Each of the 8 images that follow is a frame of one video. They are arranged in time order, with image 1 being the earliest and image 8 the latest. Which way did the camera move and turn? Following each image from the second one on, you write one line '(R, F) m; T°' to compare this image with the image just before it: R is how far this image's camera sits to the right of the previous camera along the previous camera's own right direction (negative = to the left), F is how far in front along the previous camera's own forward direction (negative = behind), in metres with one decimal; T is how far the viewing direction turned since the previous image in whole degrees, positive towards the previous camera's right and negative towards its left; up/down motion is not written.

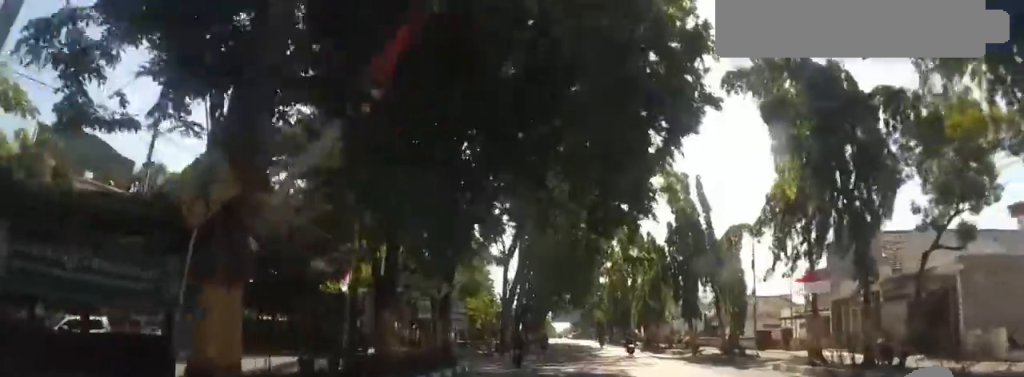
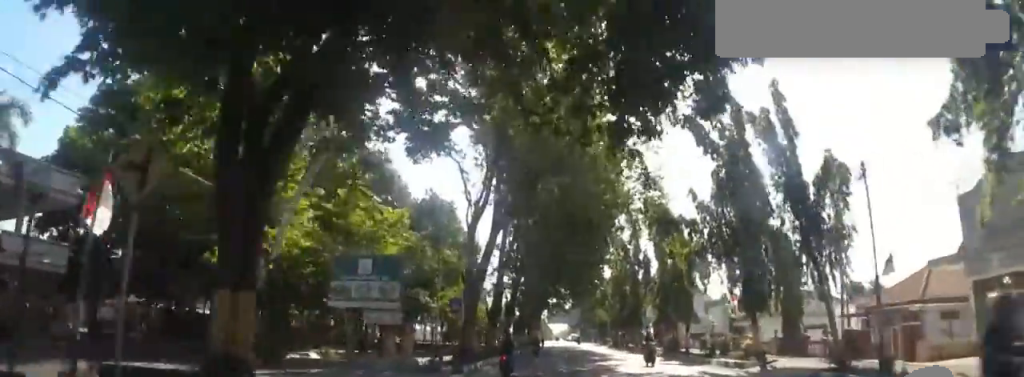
(-0.8, +10.9) m; -5°
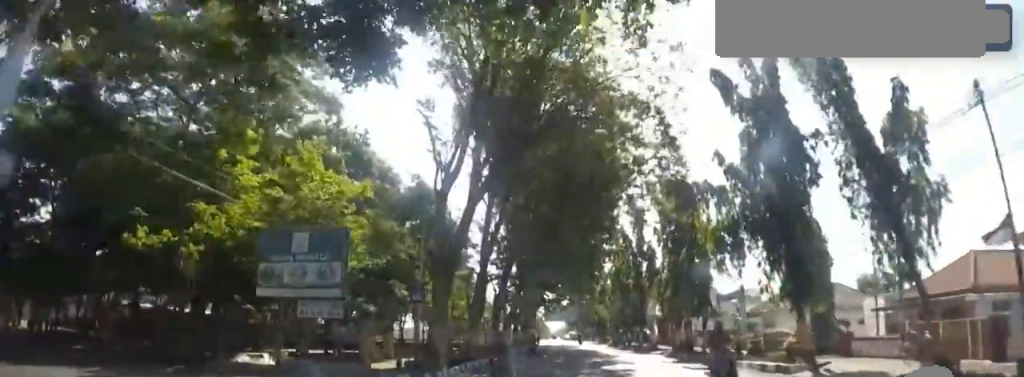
(-0.1, +5.3) m; +1°
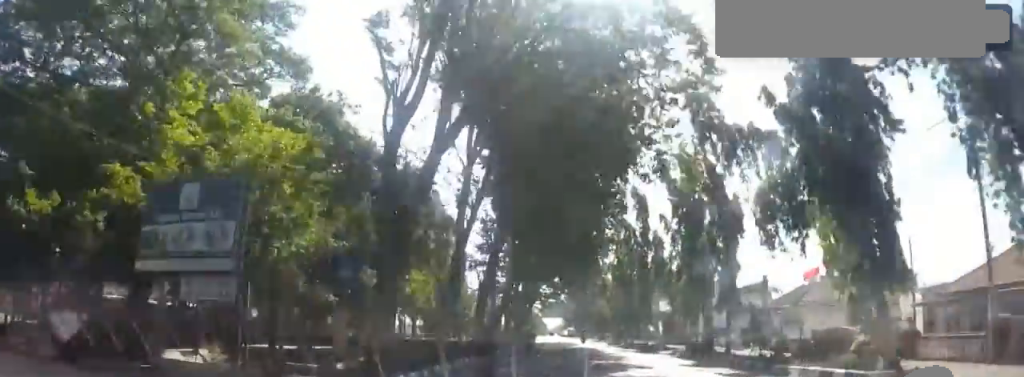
(-0.2, +5.3) m; +1°
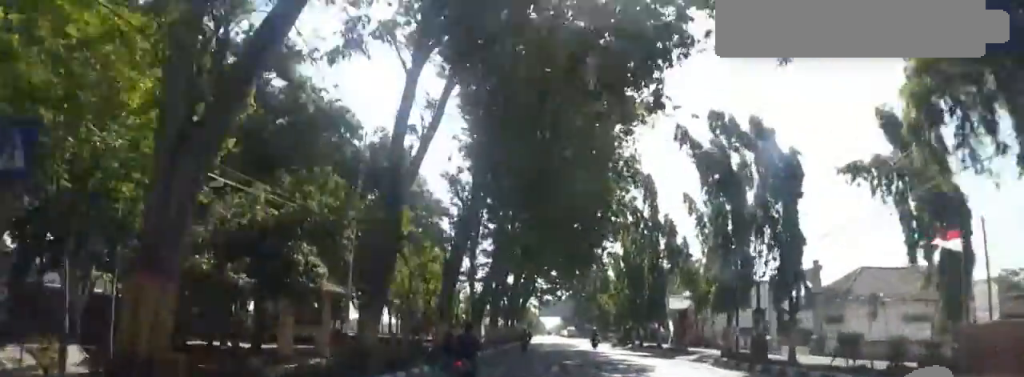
(+0.5, +7.2) m; 0°
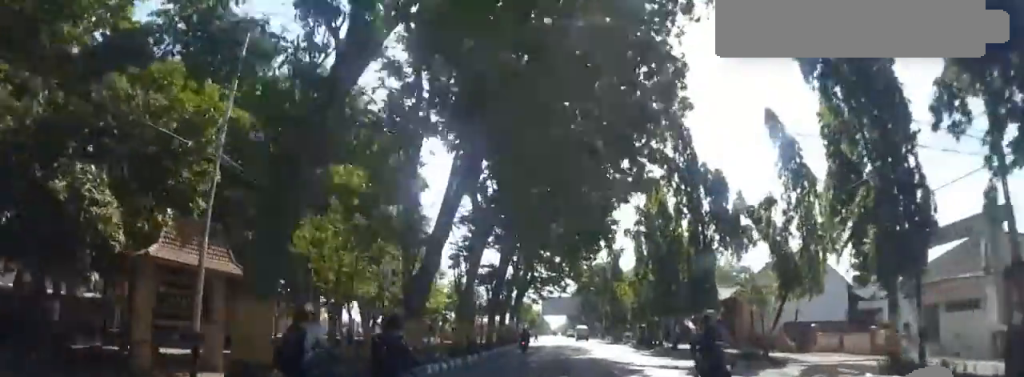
(-0.3, +10.0) m; 0°
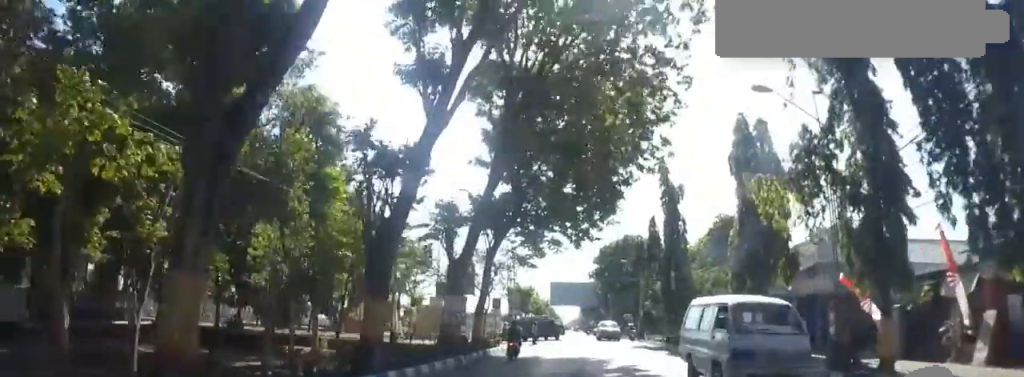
(+1.5, +21.1) m; 0°
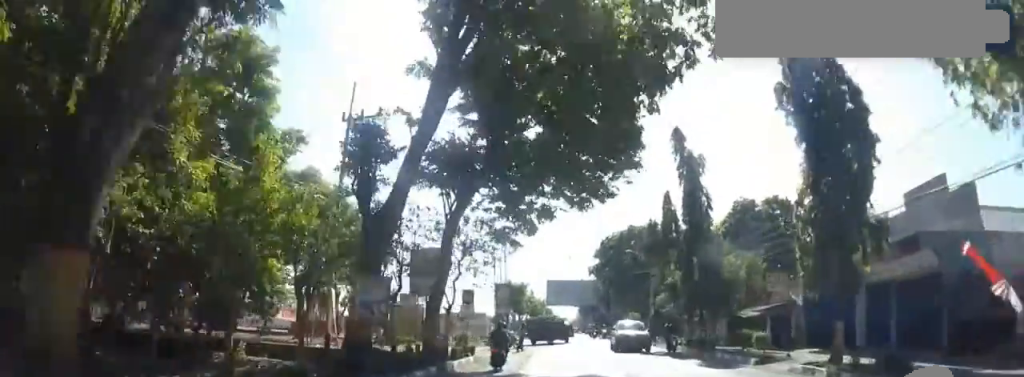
(-0.9, +6.4) m; +2°
